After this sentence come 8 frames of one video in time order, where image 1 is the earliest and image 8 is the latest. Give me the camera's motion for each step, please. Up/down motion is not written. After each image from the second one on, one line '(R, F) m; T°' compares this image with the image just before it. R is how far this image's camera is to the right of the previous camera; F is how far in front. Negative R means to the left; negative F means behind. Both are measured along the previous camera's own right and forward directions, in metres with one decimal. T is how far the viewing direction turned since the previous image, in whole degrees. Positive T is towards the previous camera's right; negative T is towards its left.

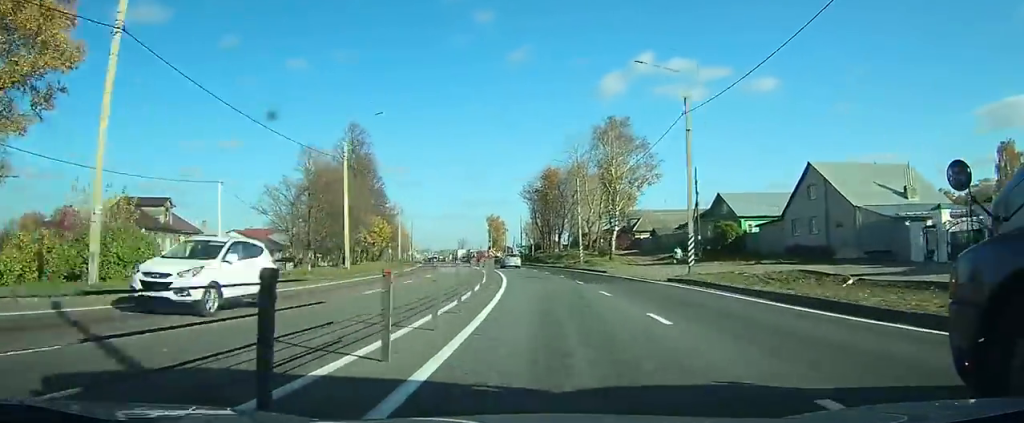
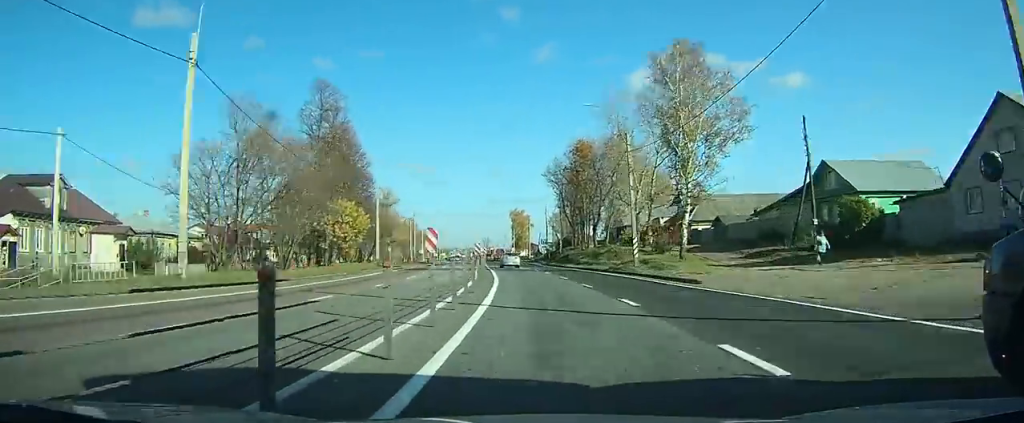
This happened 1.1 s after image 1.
(-0.4, +19.7) m; -2°
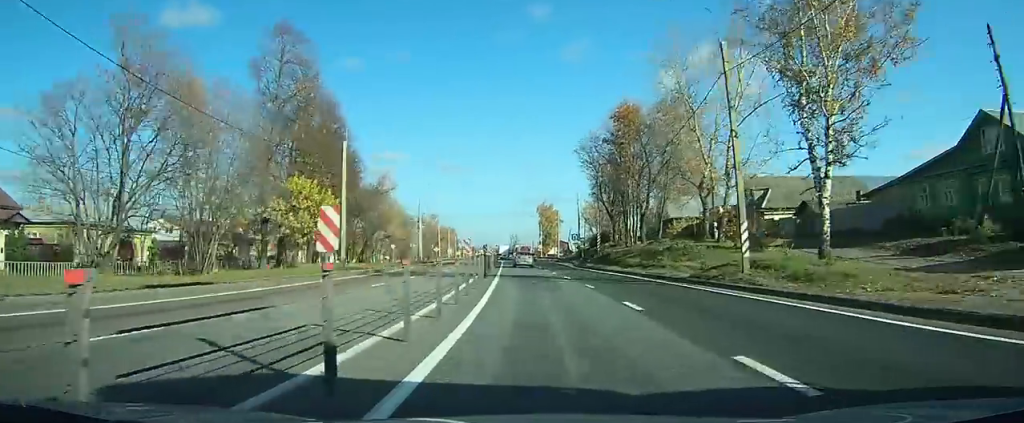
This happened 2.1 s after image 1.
(-0.2, +15.7) m; -2°
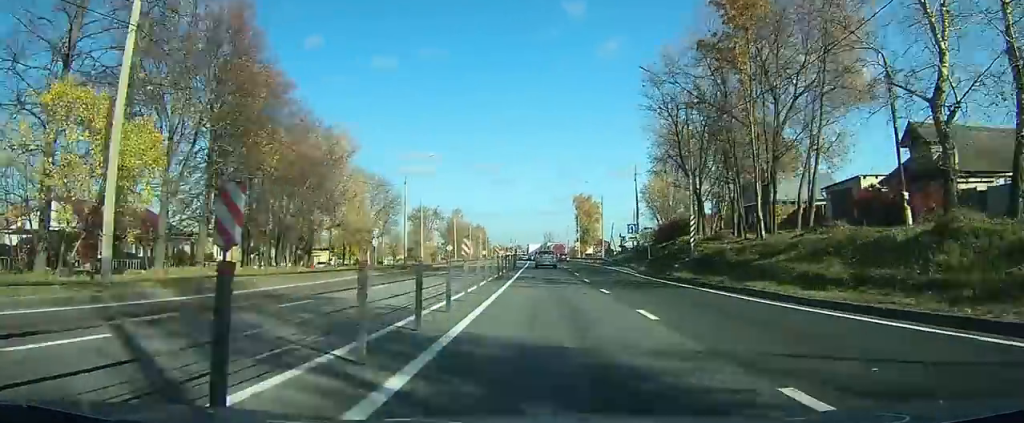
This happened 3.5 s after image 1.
(-0.6, +23.8) m; -3°
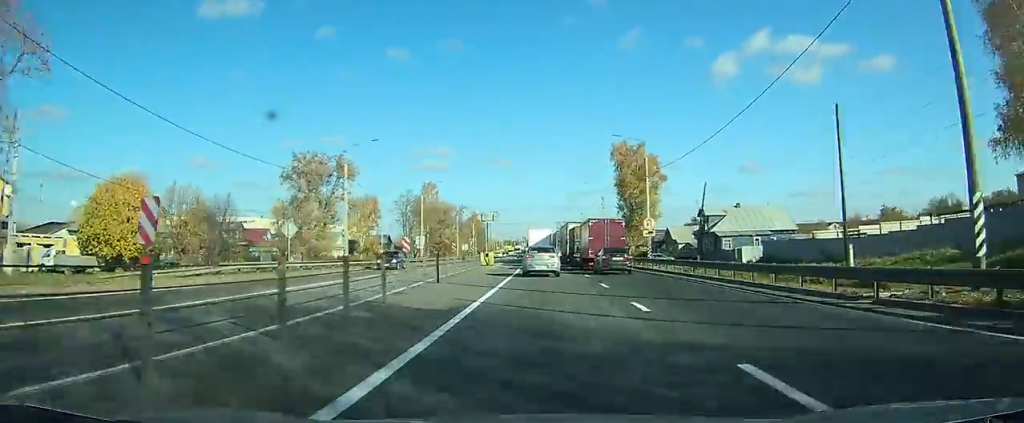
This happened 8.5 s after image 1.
(-2.0, +69.6) m; -2°
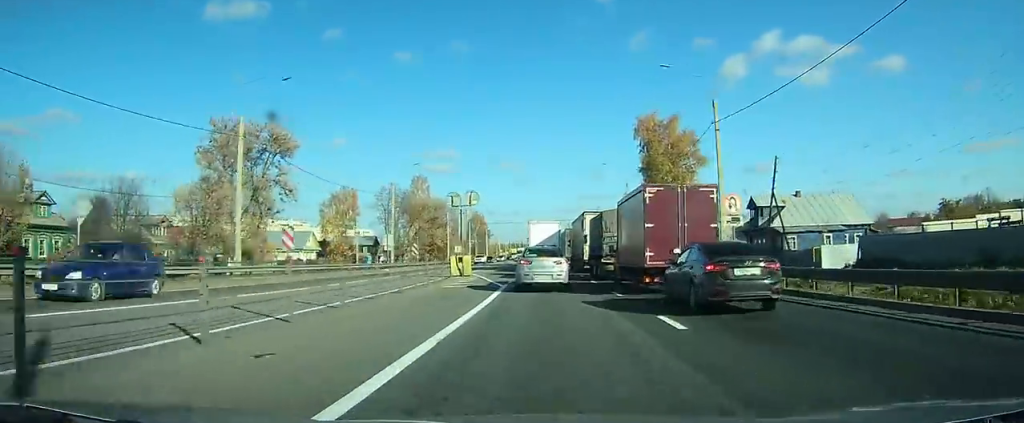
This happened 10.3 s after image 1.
(0.0, +17.3) m; 0°
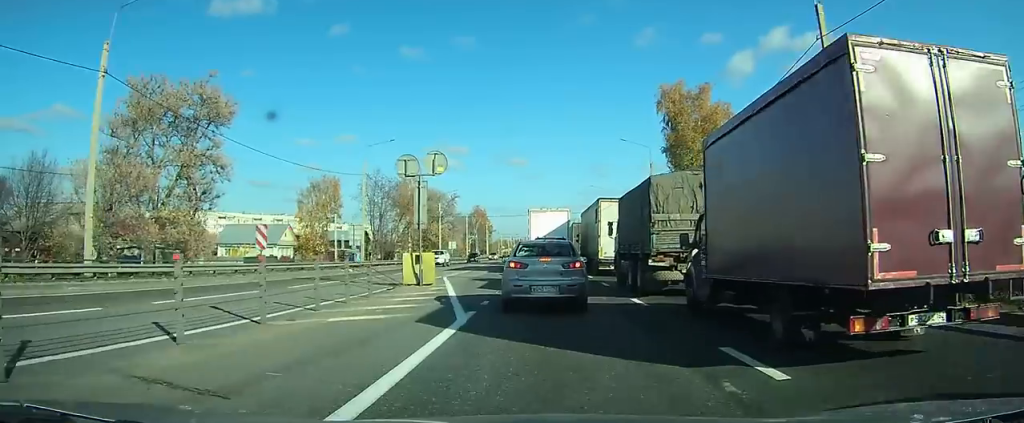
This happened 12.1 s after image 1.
(0.0, +11.2) m; 0°
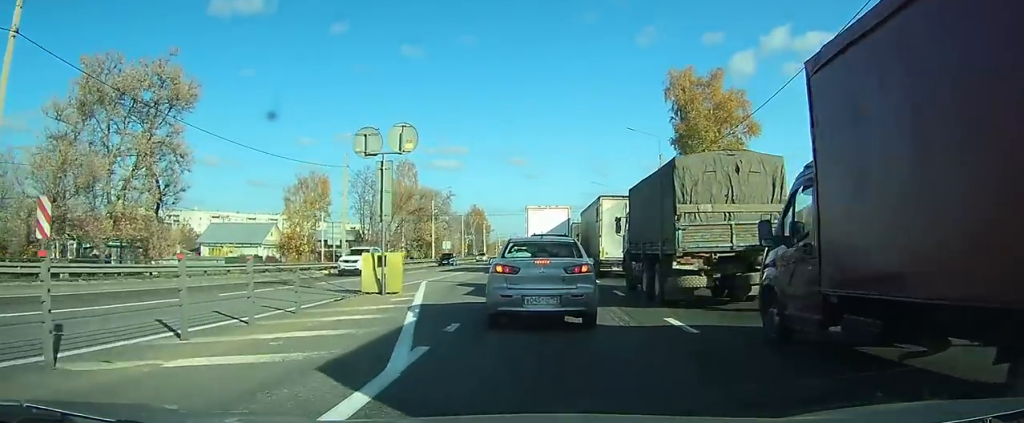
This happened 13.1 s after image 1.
(0.0, +4.6) m; 0°
